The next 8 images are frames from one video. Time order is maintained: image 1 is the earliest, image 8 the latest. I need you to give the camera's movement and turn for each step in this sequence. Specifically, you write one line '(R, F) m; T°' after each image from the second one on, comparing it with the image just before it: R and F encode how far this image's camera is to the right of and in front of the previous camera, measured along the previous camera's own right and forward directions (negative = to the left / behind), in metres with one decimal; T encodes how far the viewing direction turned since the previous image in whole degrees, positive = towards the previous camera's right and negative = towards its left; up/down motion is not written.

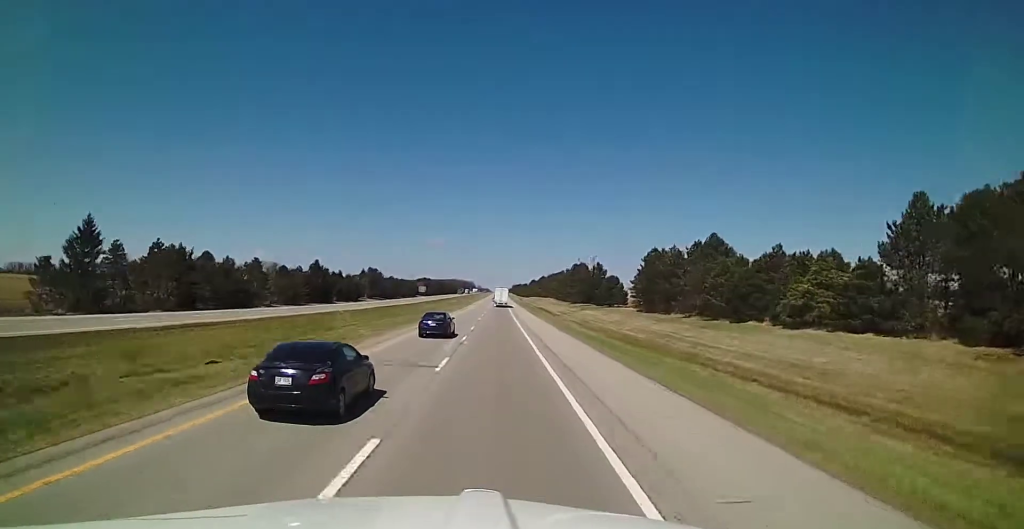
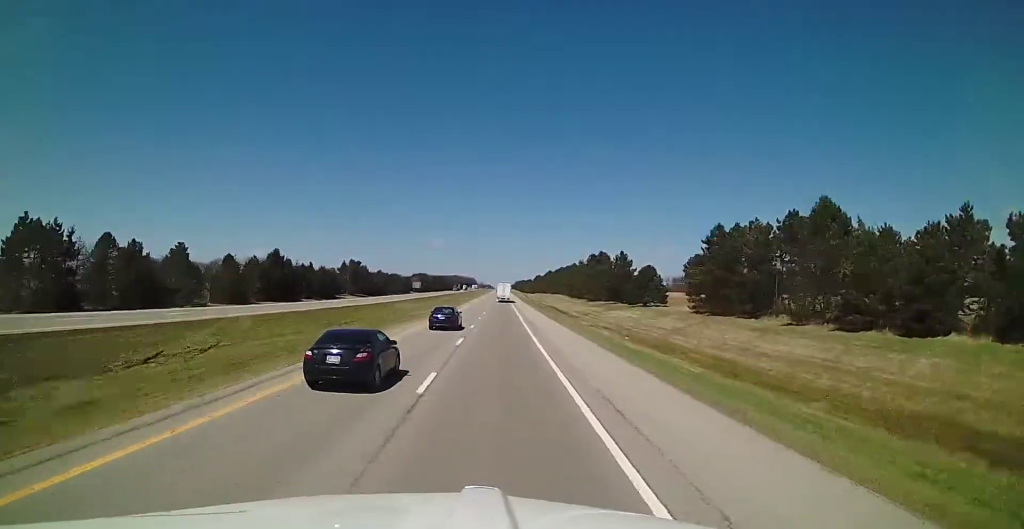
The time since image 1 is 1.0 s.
(0.0, +28.1) m; +1°
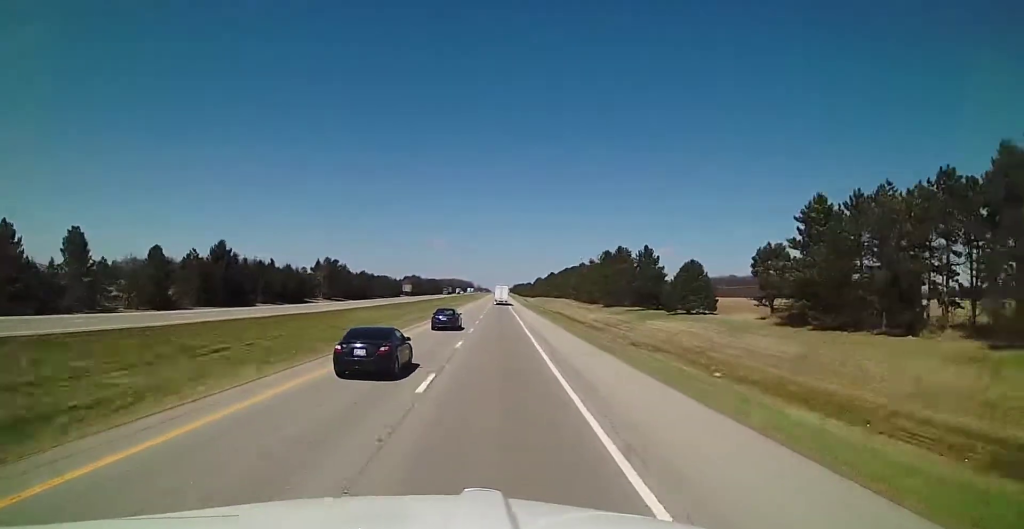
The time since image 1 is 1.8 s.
(+0.3, +23.2) m; 0°
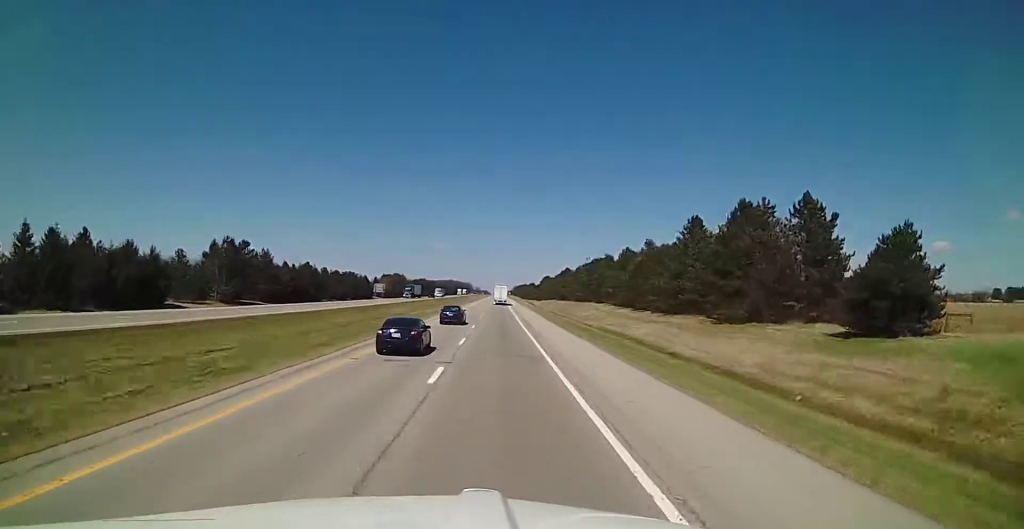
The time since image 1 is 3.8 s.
(0.0, +58.1) m; 0°
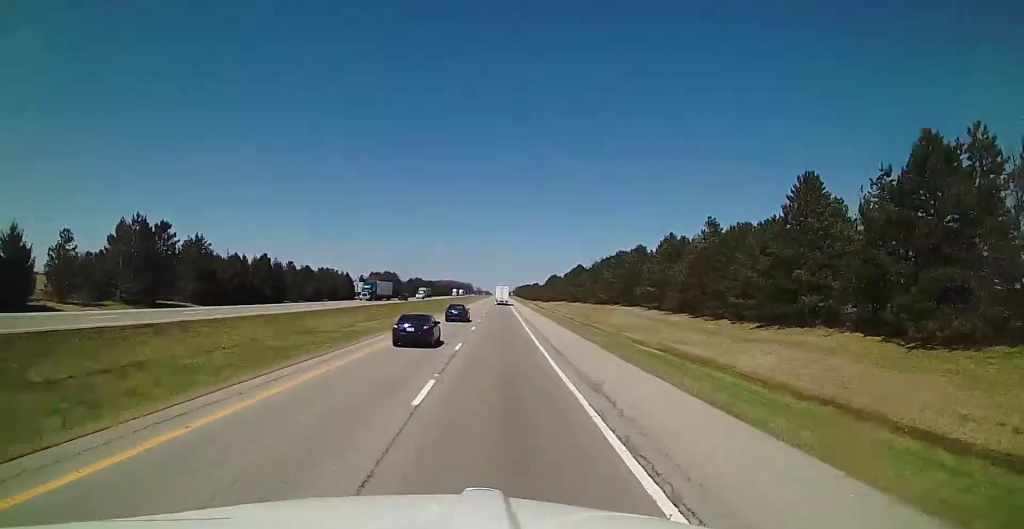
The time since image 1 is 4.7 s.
(-0.2, +27.1) m; 0°
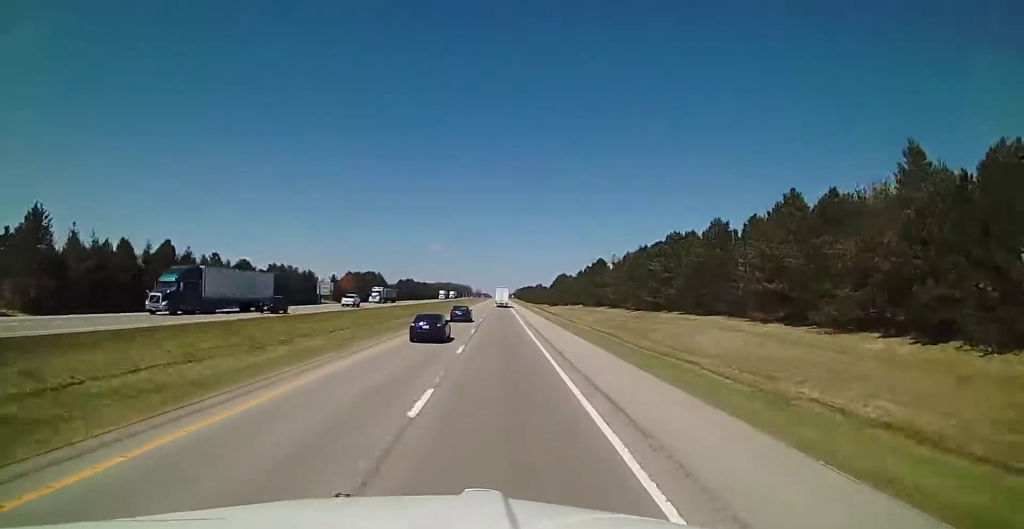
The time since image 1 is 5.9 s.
(+0.3, +35.7) m; +1°
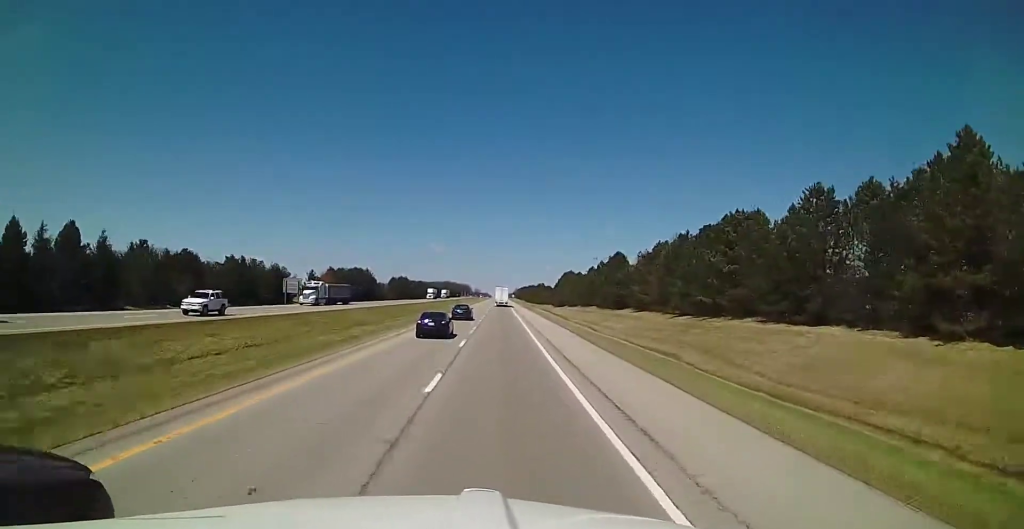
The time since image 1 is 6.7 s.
(0.0, +21.4) m; 0°
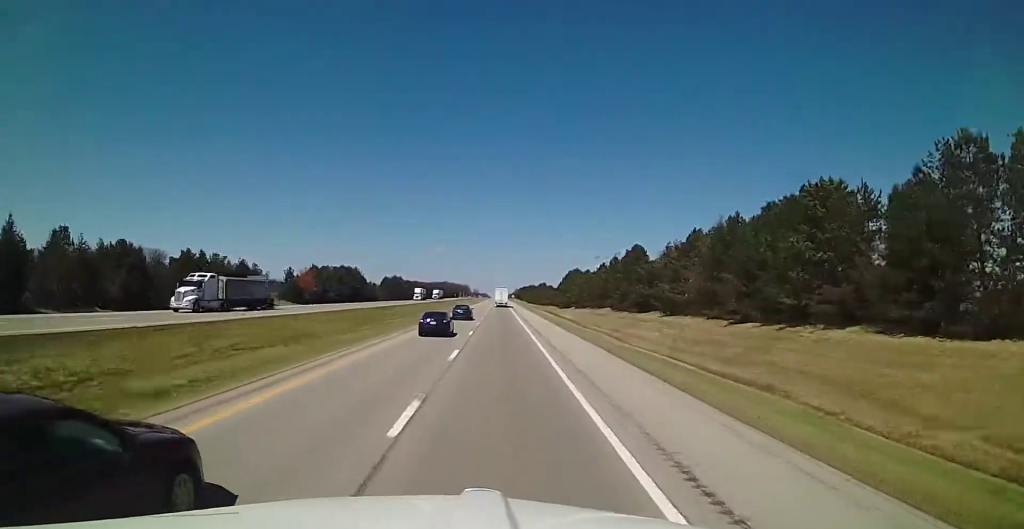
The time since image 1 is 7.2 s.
(0.0, +16.5) m; 0°
